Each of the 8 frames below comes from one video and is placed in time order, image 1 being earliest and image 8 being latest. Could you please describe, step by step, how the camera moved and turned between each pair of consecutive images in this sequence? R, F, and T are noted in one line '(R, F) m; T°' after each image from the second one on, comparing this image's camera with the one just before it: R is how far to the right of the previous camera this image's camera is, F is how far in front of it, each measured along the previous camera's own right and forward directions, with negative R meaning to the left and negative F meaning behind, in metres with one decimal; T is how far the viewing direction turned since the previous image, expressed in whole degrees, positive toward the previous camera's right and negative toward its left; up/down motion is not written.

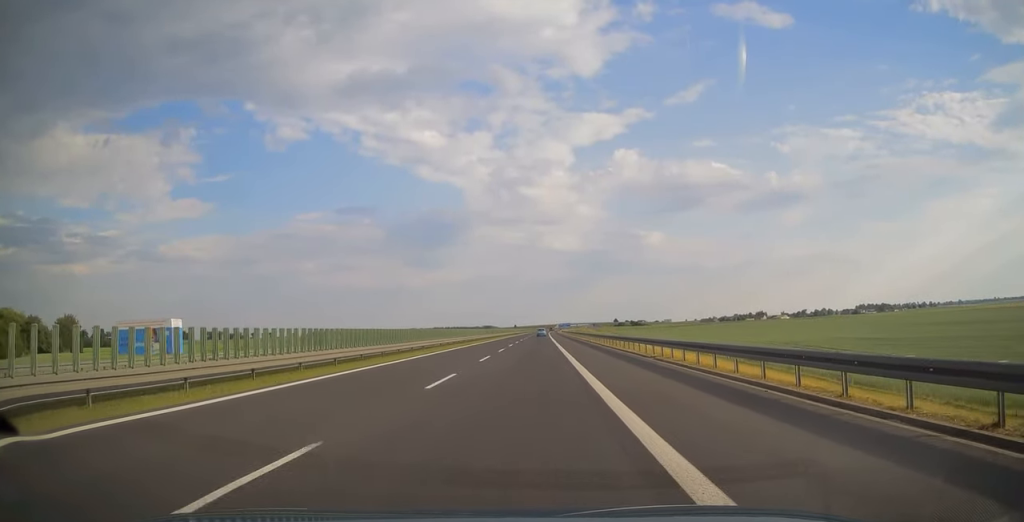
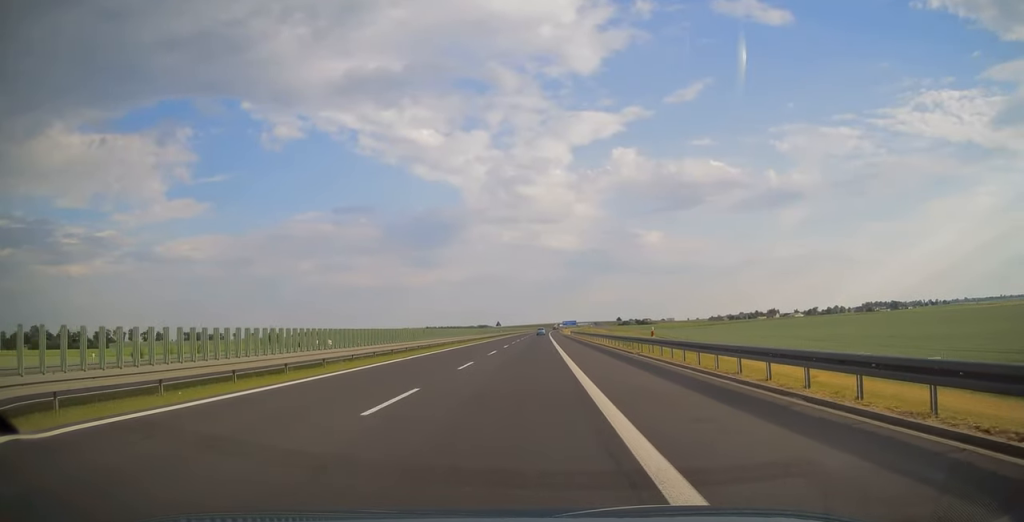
(0.0, +64.8) m; 0°
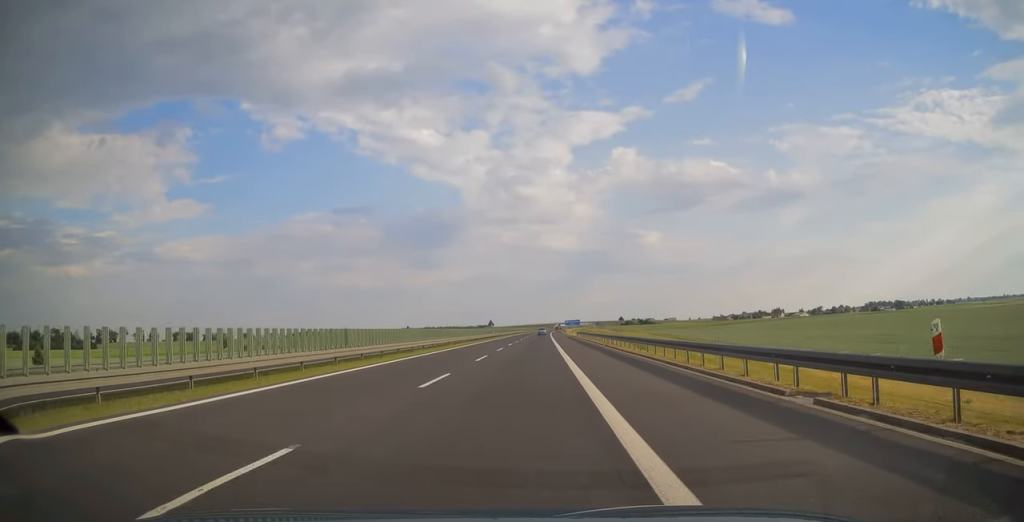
(+0.1, +18.5) m; 0°
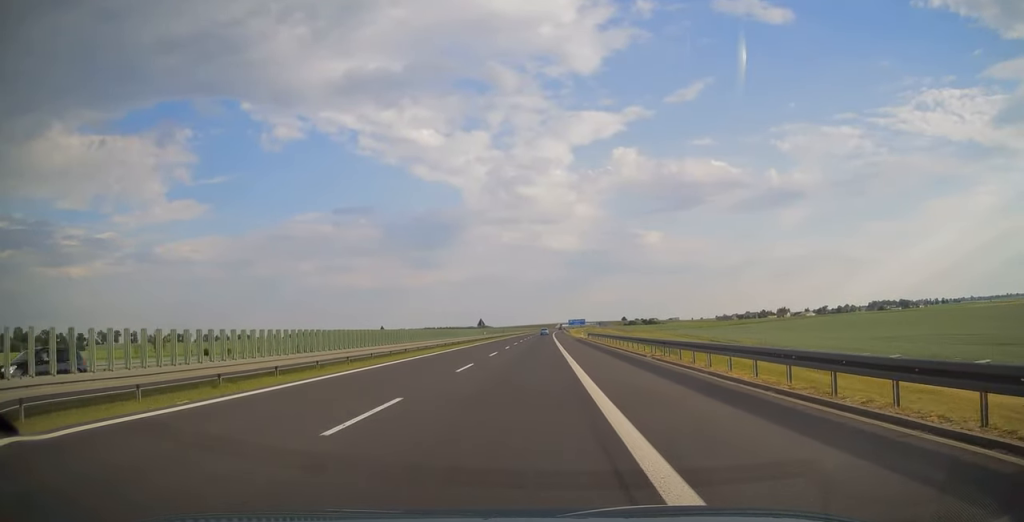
(0.0, +18.5) m; 0°
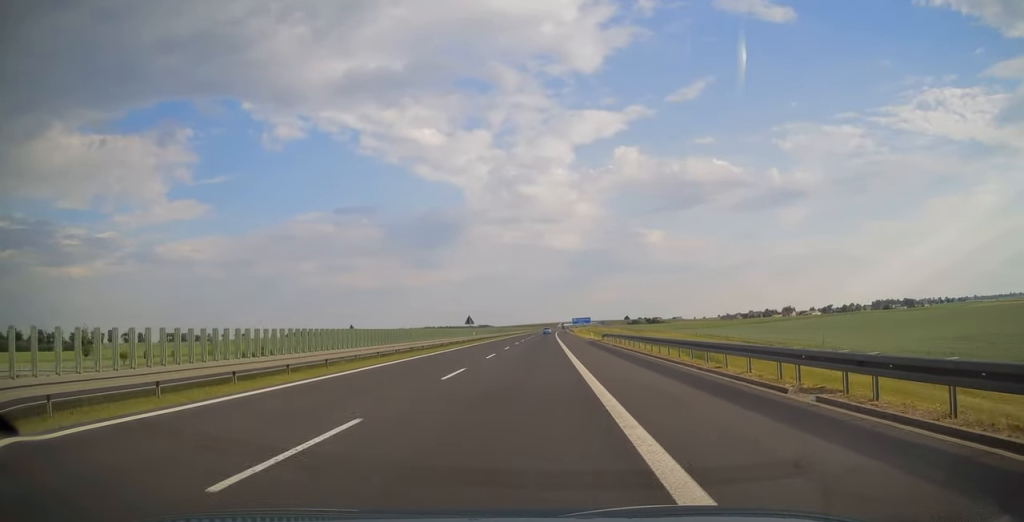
(0.0, +15.2) m; 0°
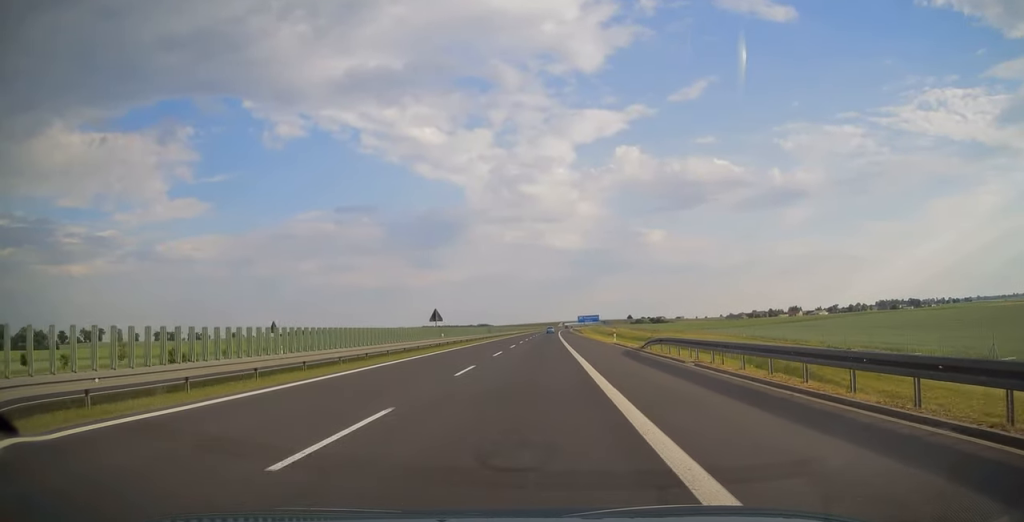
(0.0, +22.9) m; 0°
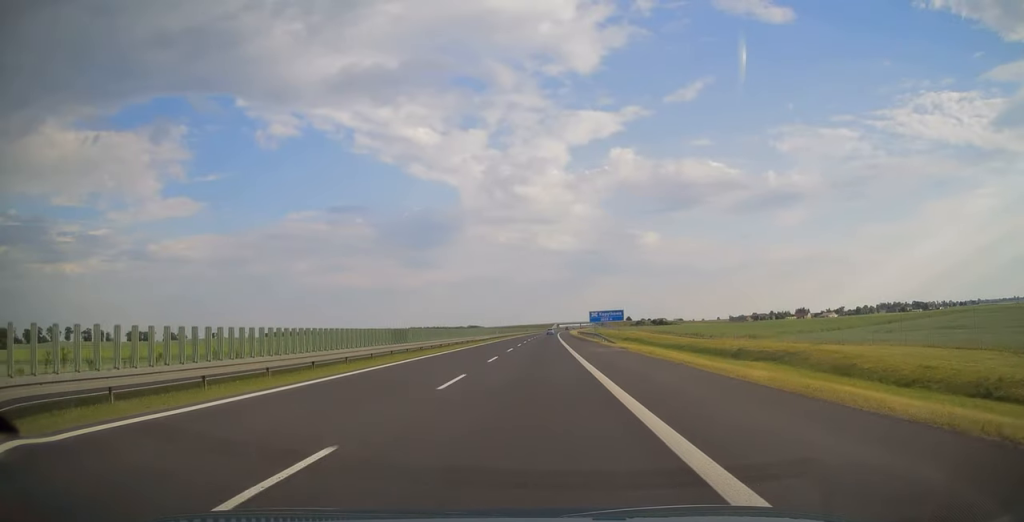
(+0.1, +51.2) m; 0°
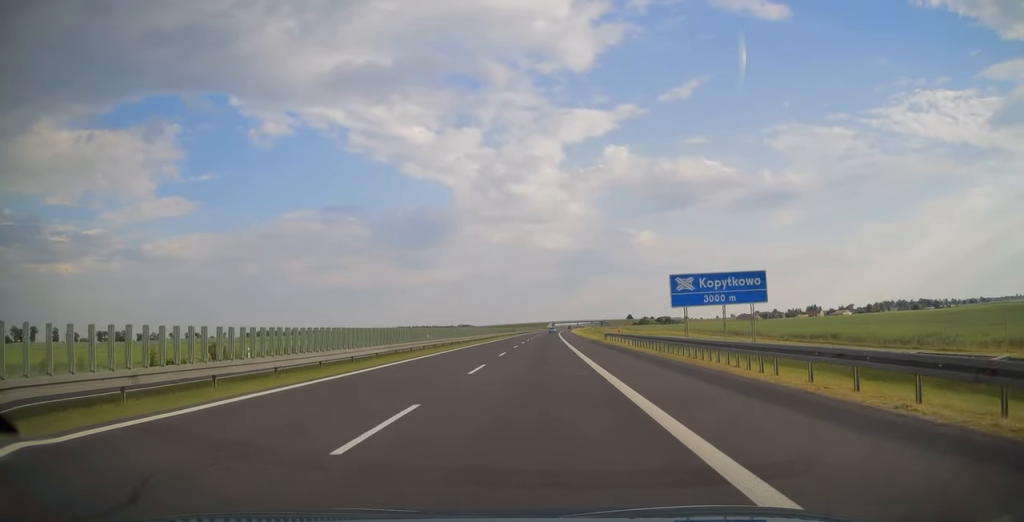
(+0.2, +55.5) m; 0°
